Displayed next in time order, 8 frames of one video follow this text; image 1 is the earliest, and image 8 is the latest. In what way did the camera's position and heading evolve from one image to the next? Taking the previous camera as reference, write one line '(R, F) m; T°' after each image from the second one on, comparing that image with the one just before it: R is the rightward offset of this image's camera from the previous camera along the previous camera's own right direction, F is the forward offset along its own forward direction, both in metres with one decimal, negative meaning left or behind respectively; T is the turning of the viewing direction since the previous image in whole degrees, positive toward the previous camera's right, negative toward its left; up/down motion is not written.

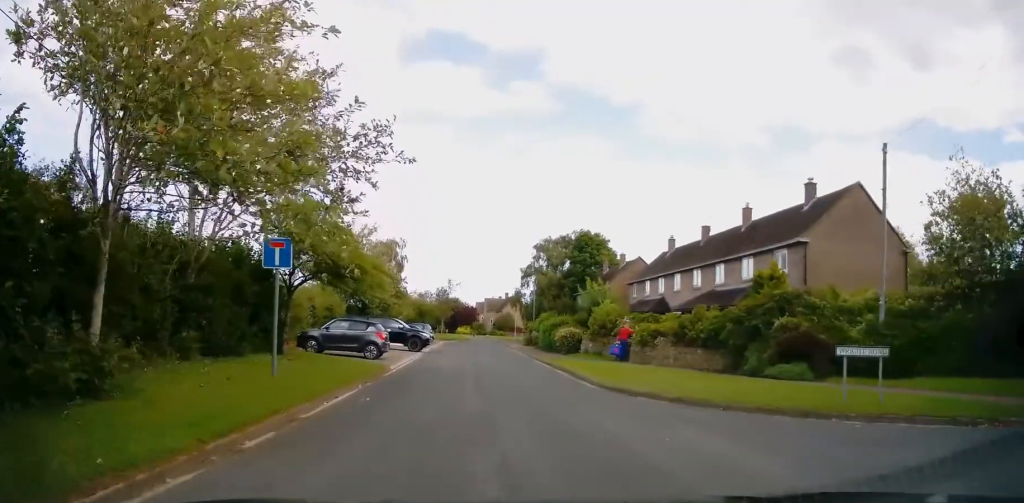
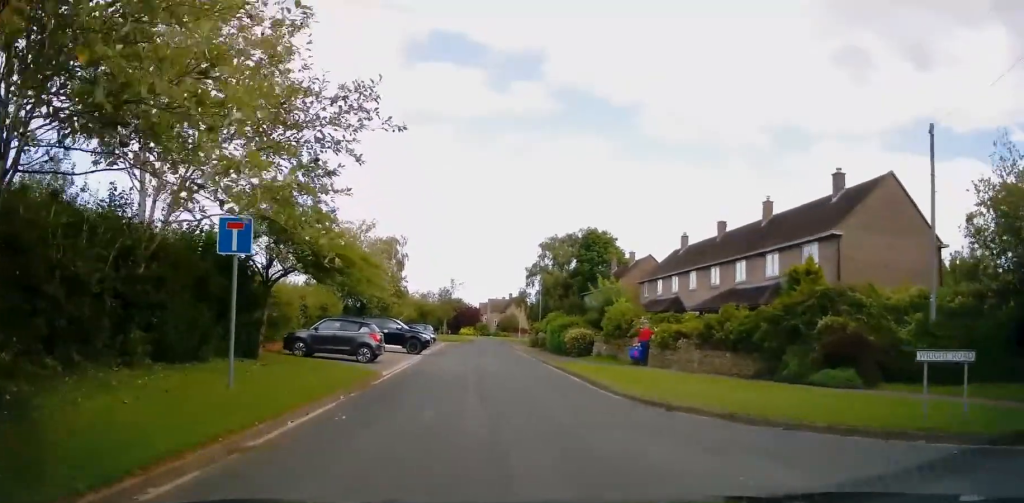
(+0.2, +2.2) m; +1°
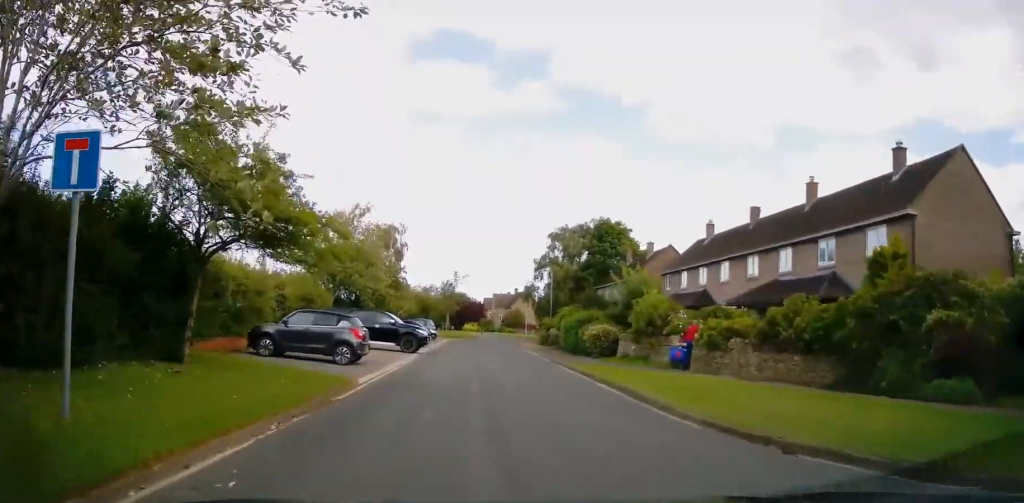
(-0.1, +4.1) m; 0°
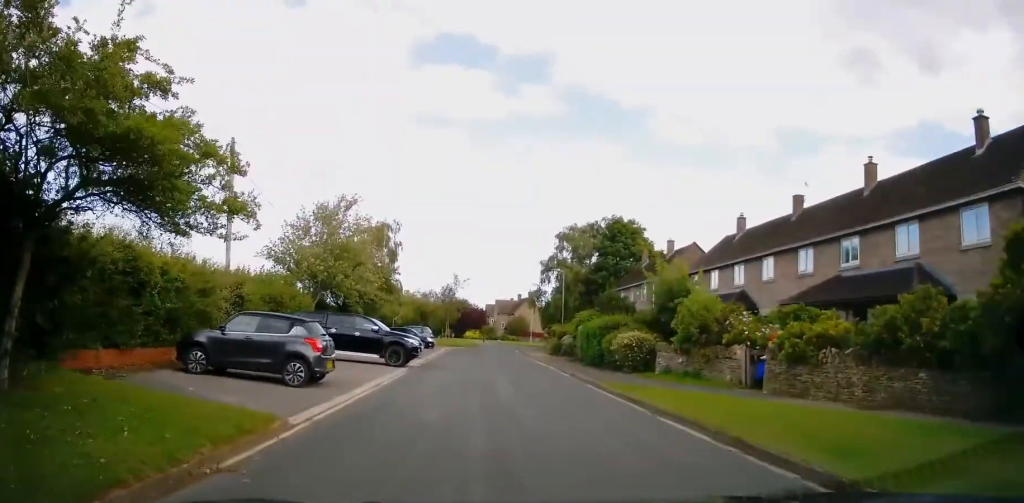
(0.0, +4.9) m; 0°
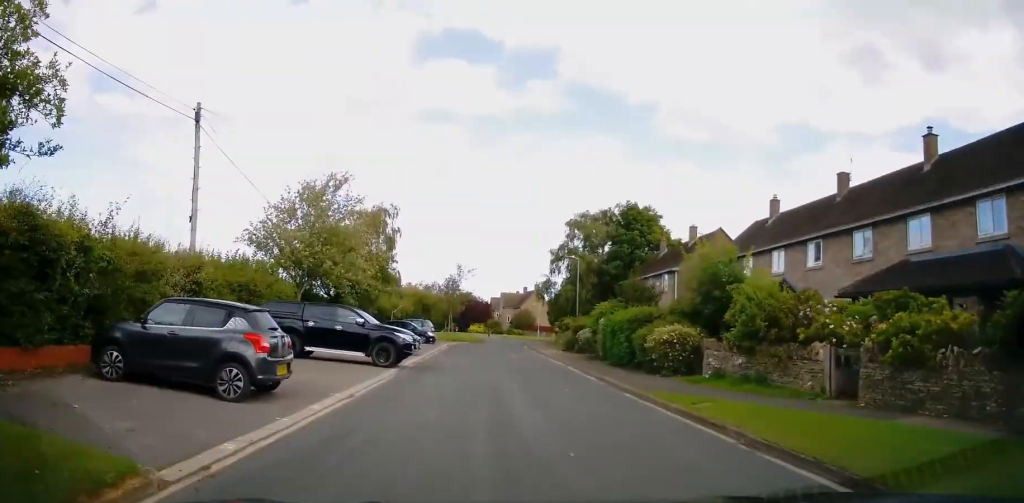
(+0.1, +3.7) m; 0°
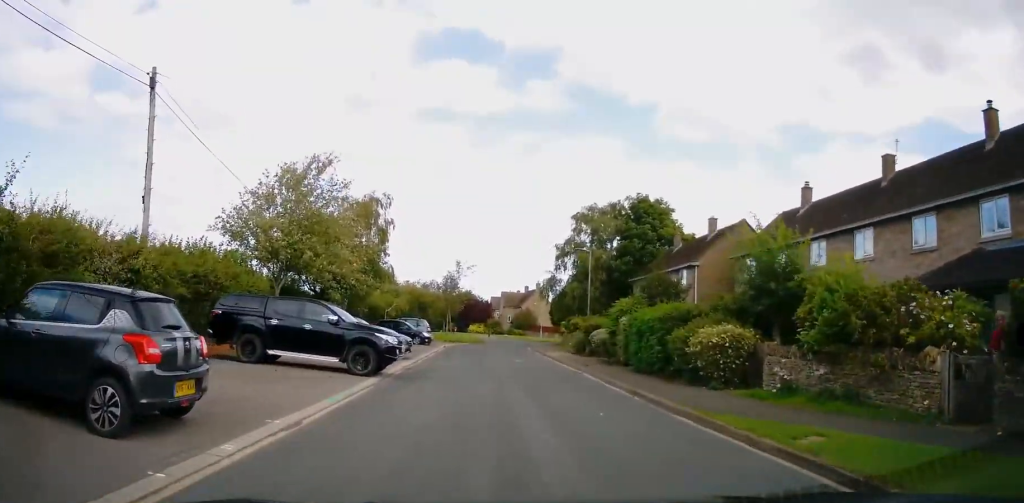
(-0.2, +3.6) m; +1°
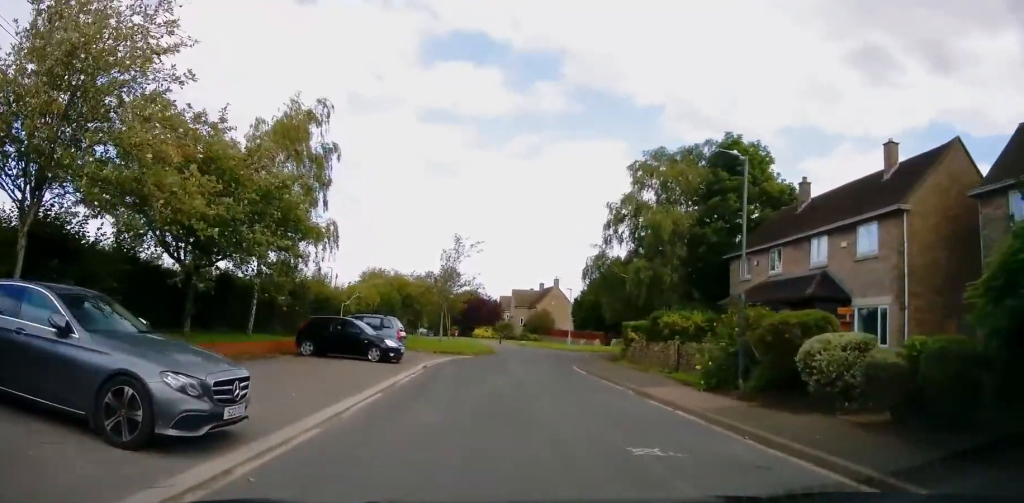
(+0.3, +18.1) m; -1°
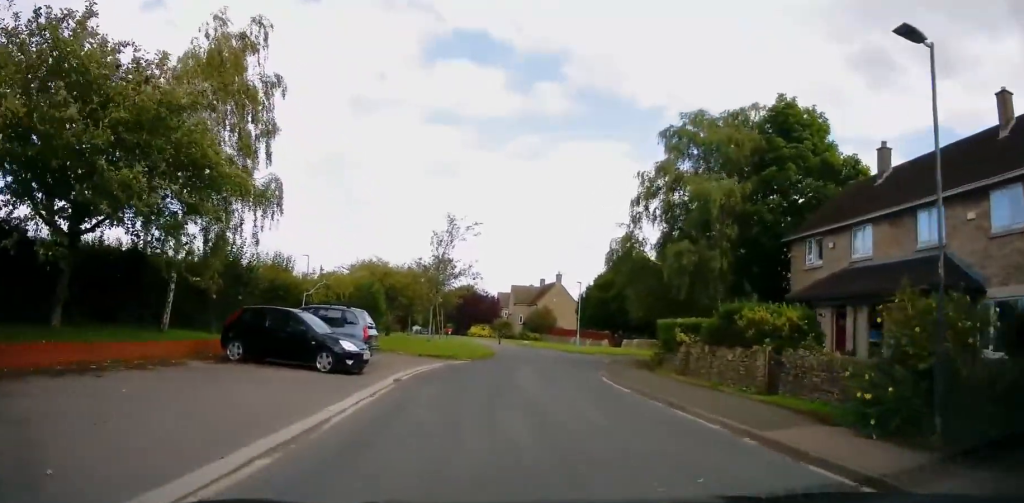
(+0.2, +6.6) m; 0°
